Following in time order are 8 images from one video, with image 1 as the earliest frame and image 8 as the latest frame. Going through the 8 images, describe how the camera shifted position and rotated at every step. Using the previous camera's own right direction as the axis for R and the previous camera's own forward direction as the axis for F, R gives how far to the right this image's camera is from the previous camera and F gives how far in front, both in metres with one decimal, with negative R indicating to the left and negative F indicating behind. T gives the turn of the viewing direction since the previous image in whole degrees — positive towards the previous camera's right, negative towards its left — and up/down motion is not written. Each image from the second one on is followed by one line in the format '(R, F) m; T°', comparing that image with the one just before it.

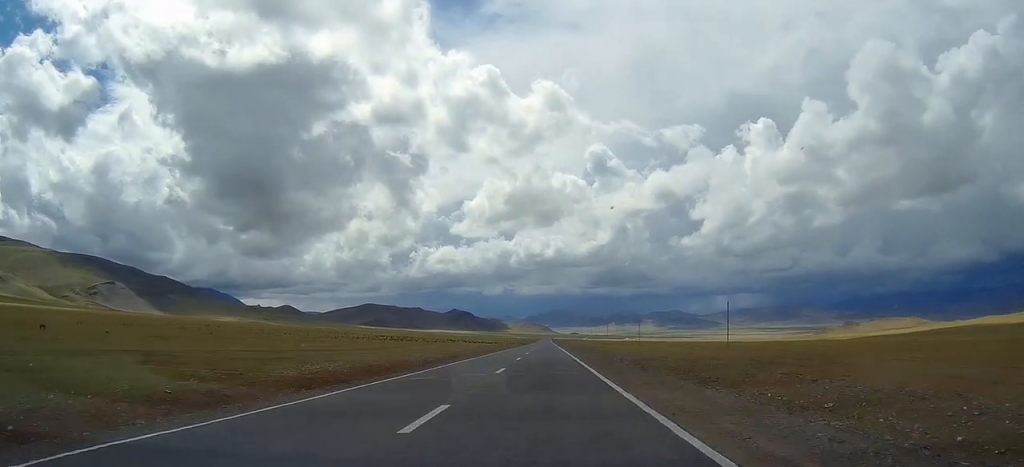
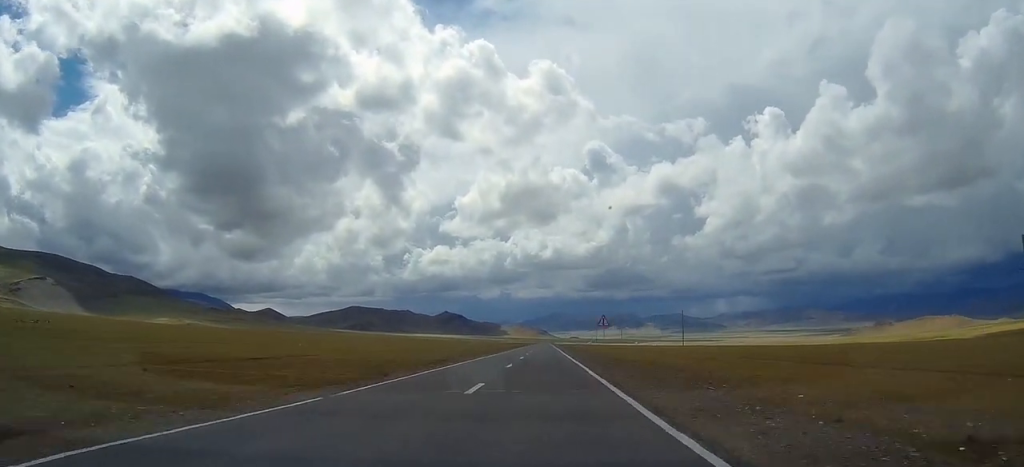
(-0.2, +323.0) m; 0°
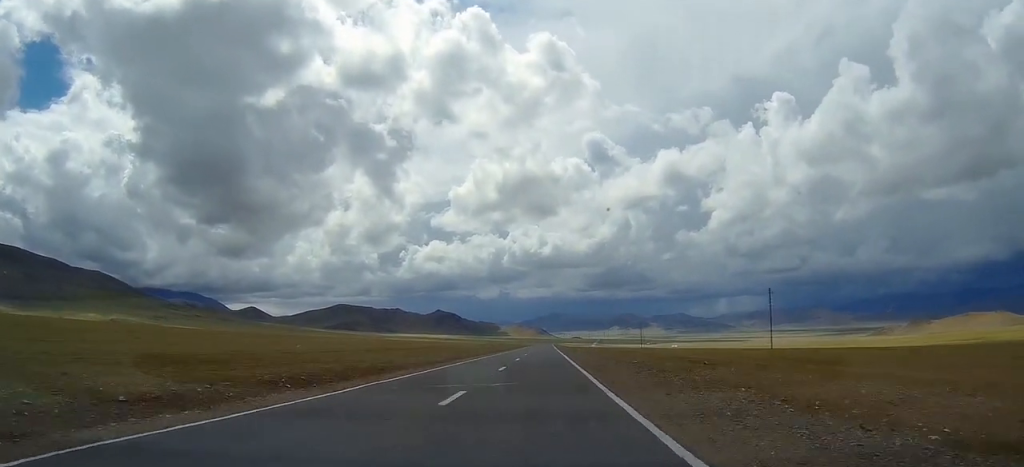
(+0.6, +282.8) m; 0°
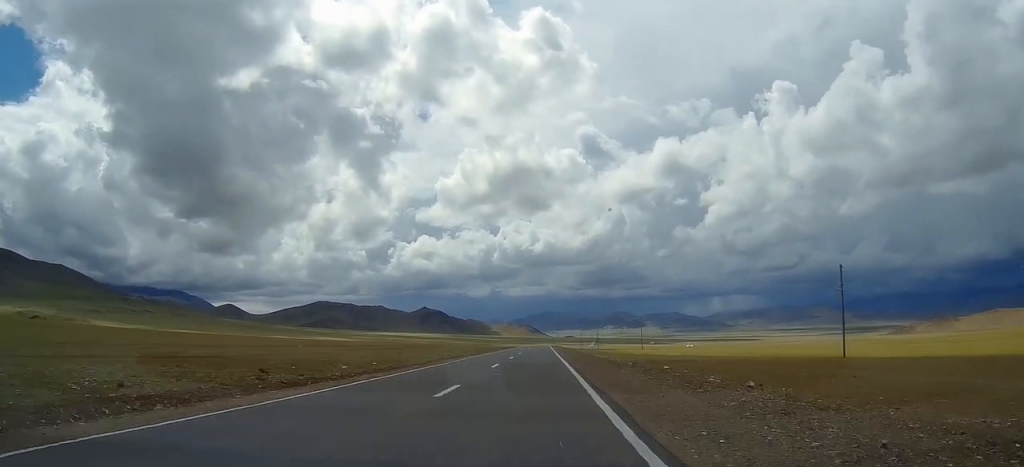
(+0.6, +217.9) m; 0°
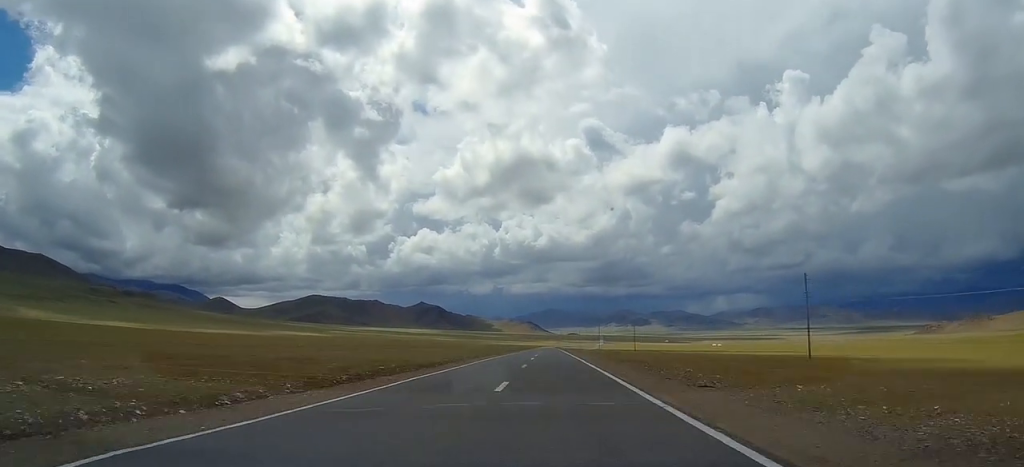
(+0.4, +170.0) m; 0°
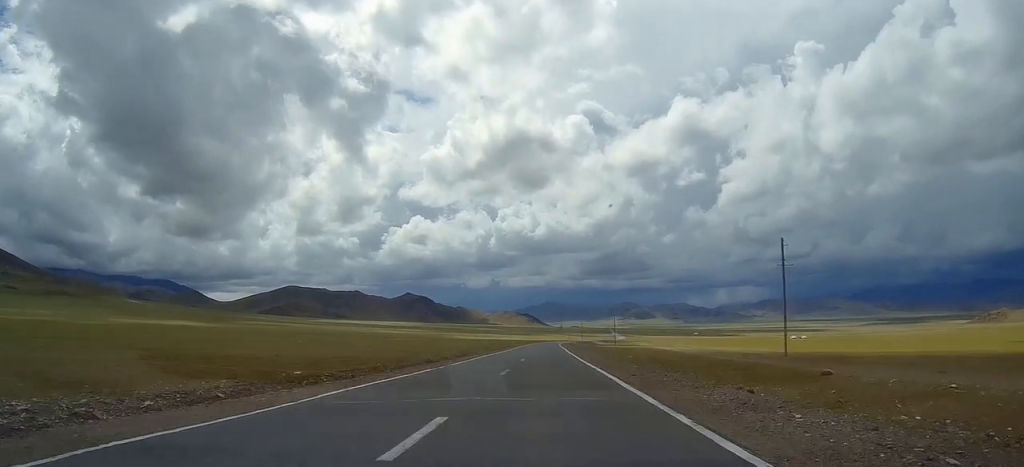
(+1.2, +341.9) m; +4°
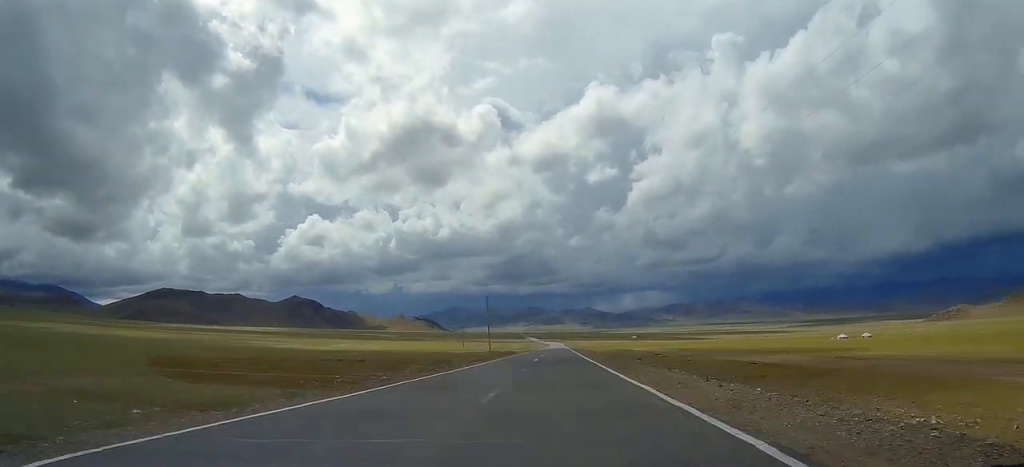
(+20.7, +291.7) m; +4°
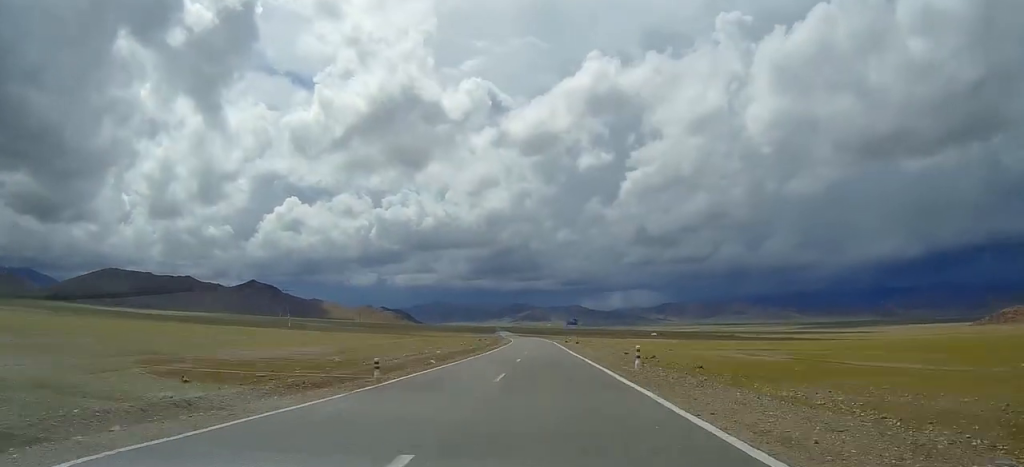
(+2.0, +298.3) m; -1°
